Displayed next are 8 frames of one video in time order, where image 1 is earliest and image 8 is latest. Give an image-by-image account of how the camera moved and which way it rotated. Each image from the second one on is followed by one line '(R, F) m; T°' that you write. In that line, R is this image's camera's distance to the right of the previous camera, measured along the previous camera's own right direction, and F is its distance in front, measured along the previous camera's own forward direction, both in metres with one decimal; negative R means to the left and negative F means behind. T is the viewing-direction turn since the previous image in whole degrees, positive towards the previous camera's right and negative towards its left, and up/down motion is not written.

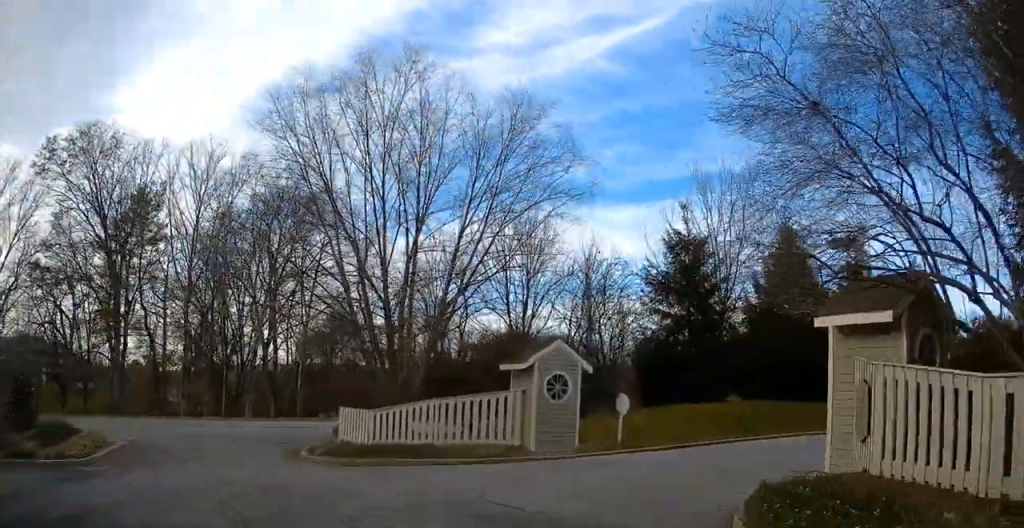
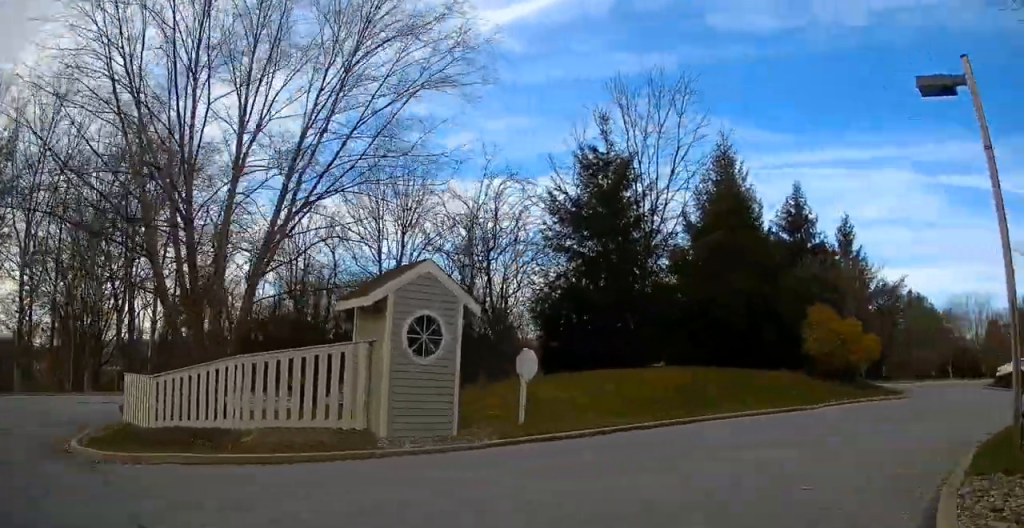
(+0.3, +7.5) m; +11°
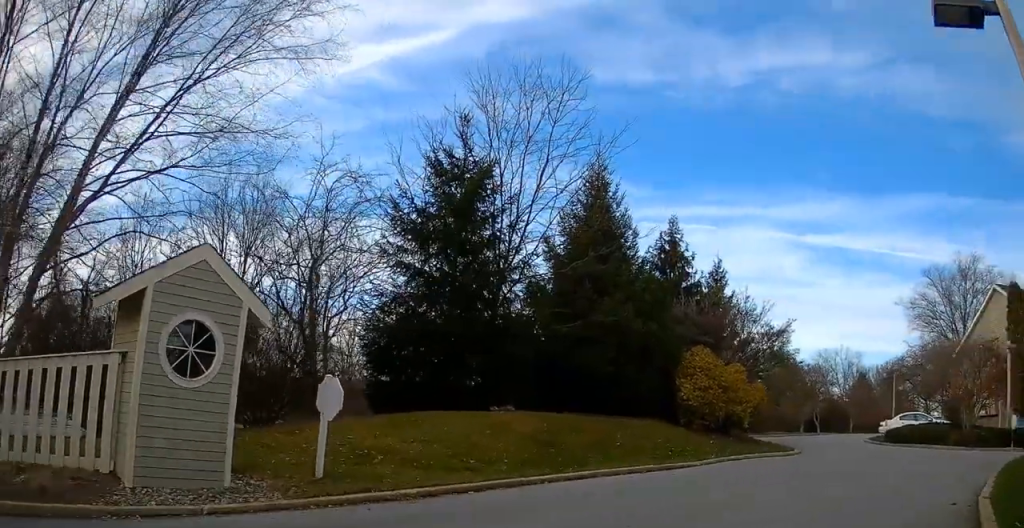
(+0.5, +3.3) m; +7°
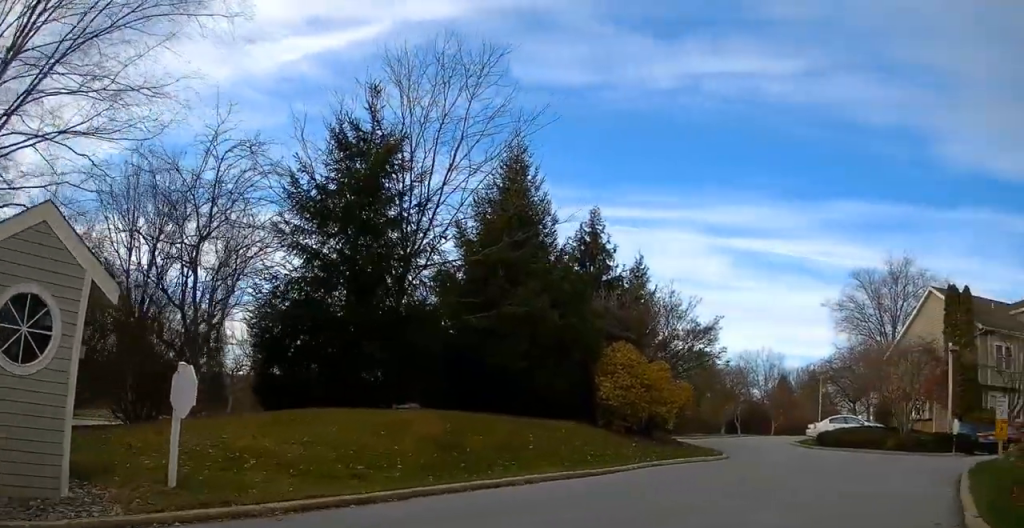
(+0.1, +1.7) m; +4°
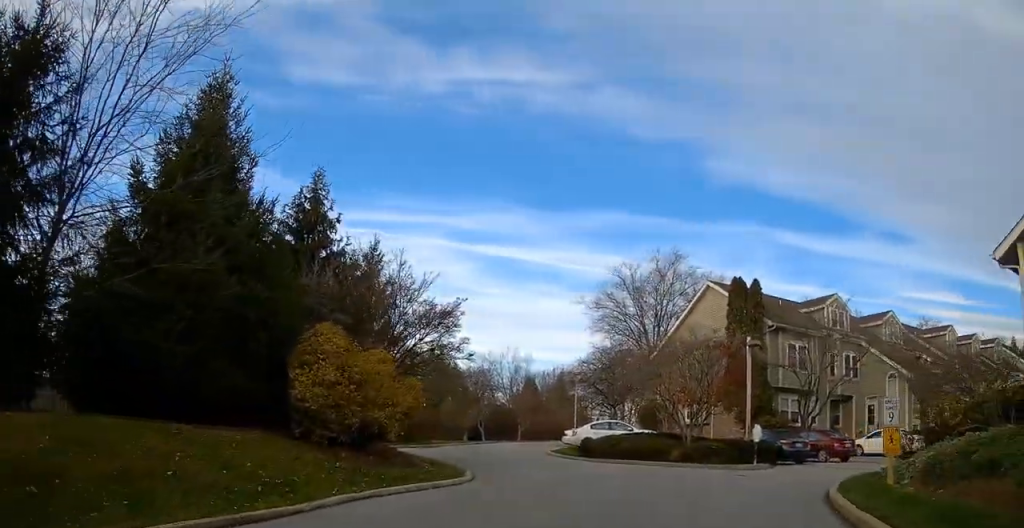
(+0.6, +5.3) m; +20°
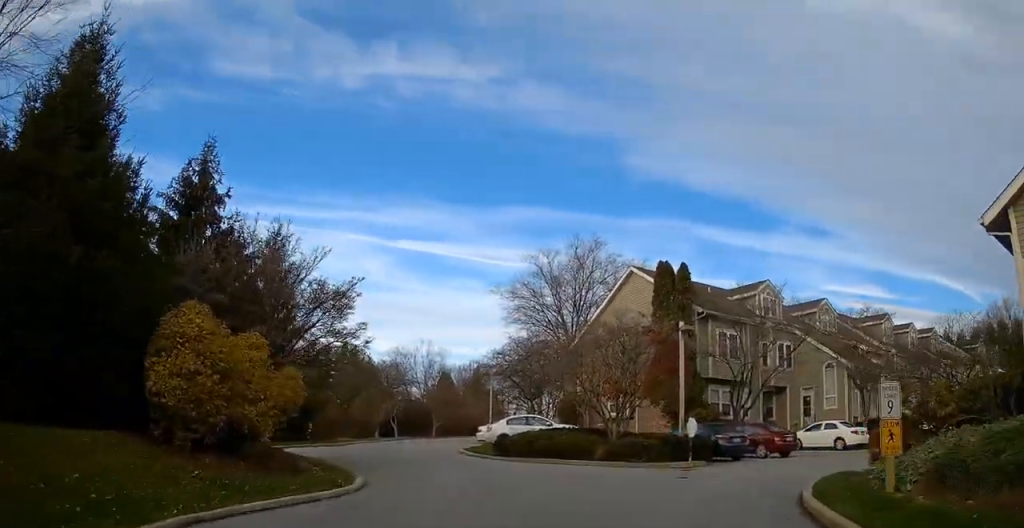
(+0.2, +2.4) m; +12°
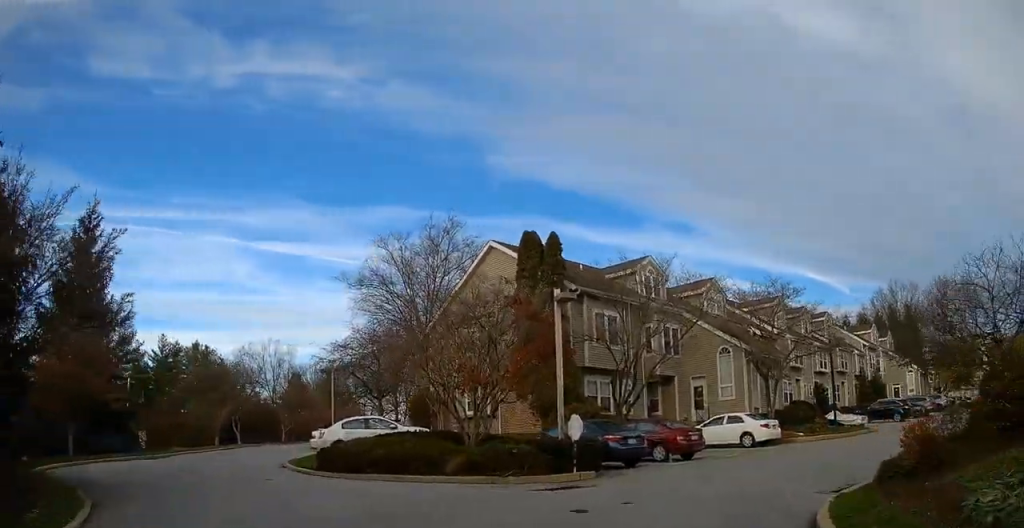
(+0.8, +5.1) m; +11°
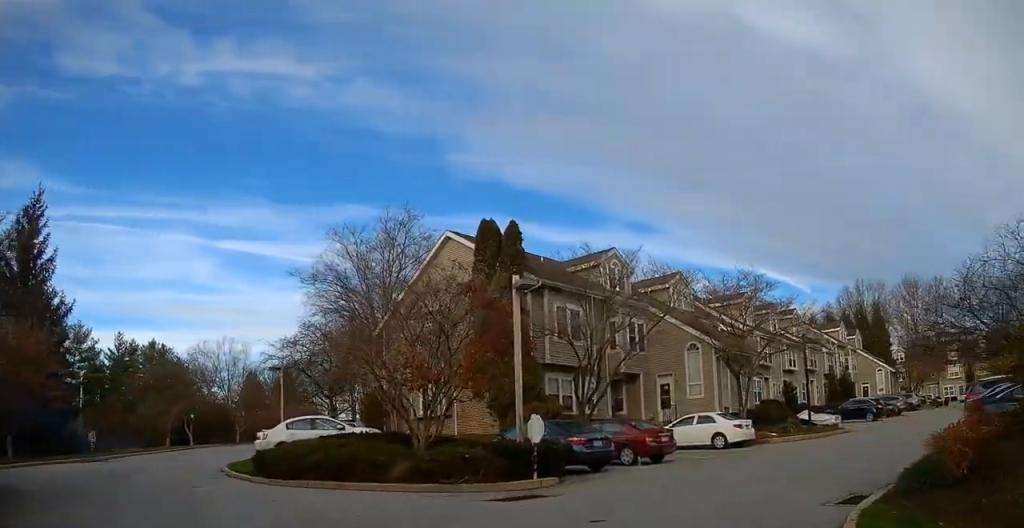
(0.0, +1.6) m; +3°
